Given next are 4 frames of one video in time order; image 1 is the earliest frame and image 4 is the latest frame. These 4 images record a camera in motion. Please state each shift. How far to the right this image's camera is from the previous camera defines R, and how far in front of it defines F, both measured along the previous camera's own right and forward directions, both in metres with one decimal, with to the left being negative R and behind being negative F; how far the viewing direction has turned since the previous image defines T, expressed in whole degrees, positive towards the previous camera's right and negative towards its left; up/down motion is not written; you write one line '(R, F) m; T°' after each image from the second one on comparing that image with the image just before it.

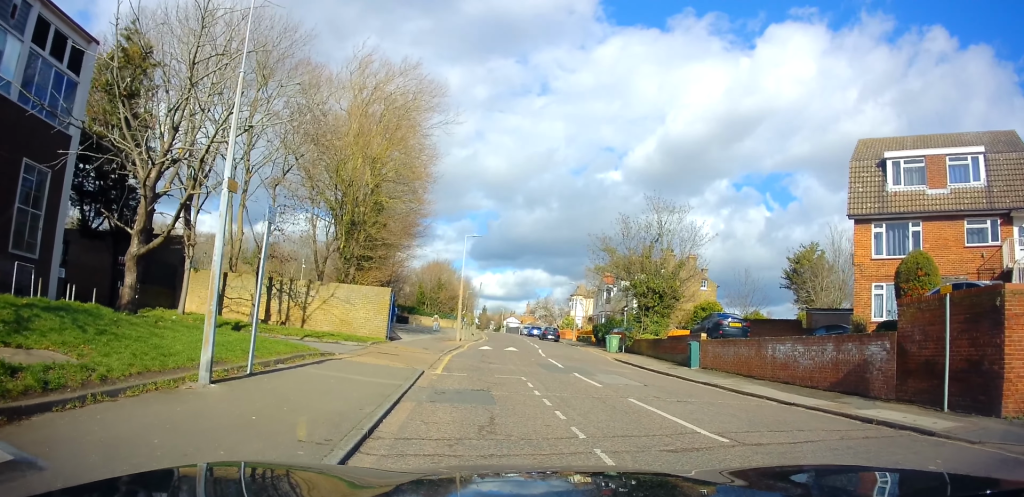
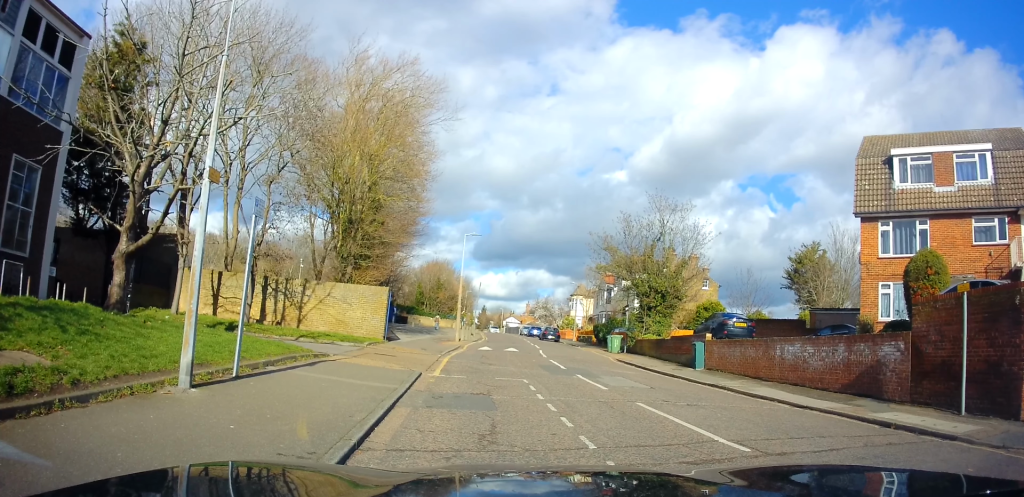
(-0.3, +1.3) m; 0°
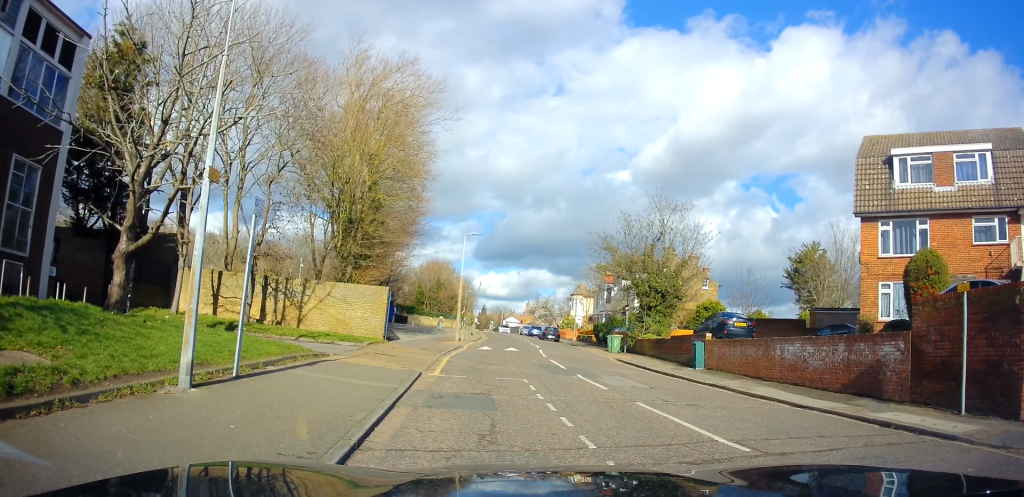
(0.0, 0.0) m; 0°
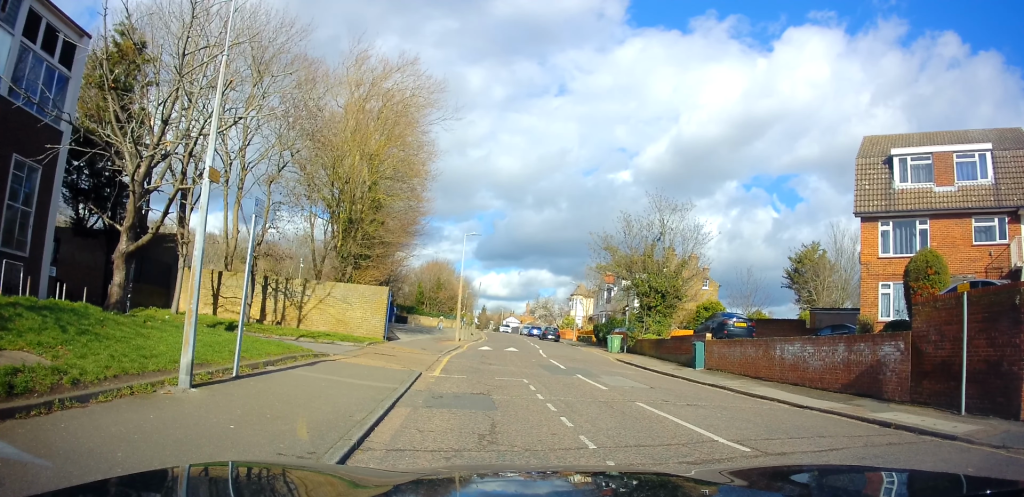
(0.0, 0.0) m; 0°
